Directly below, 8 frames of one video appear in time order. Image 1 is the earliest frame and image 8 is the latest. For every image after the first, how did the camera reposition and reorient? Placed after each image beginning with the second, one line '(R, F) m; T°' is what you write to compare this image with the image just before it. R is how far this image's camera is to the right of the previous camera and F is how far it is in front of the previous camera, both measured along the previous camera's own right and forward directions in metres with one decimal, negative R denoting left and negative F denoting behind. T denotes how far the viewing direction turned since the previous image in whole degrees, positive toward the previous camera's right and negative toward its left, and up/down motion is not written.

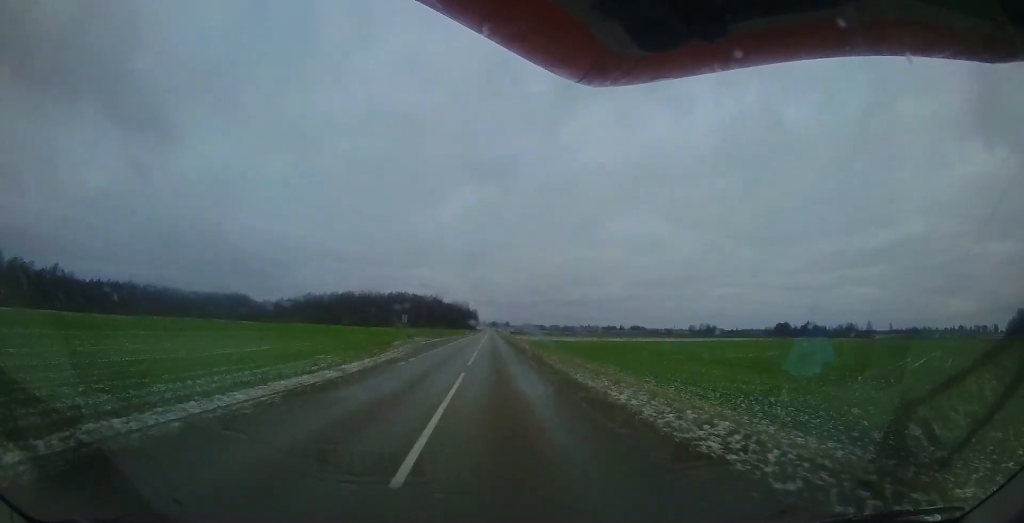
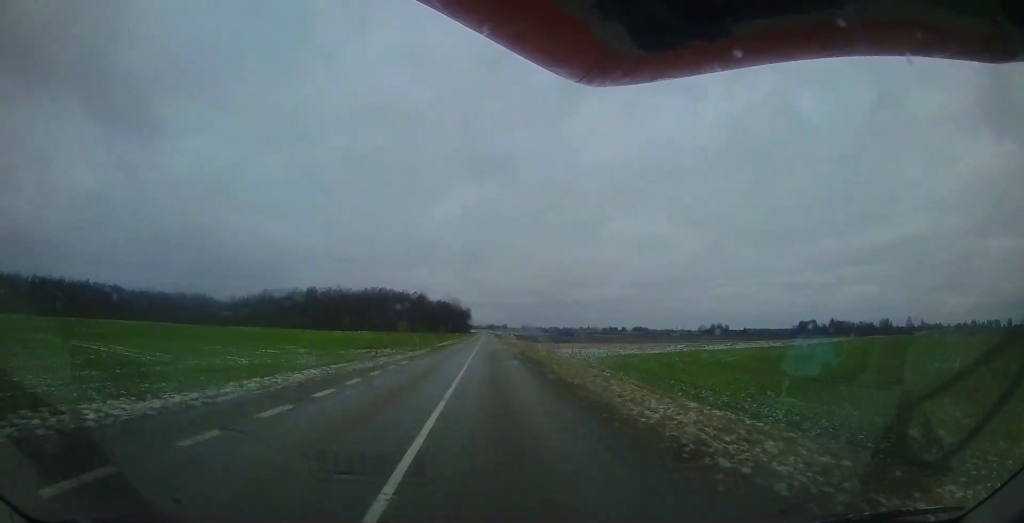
(-0.2, +53.1) m; -1°
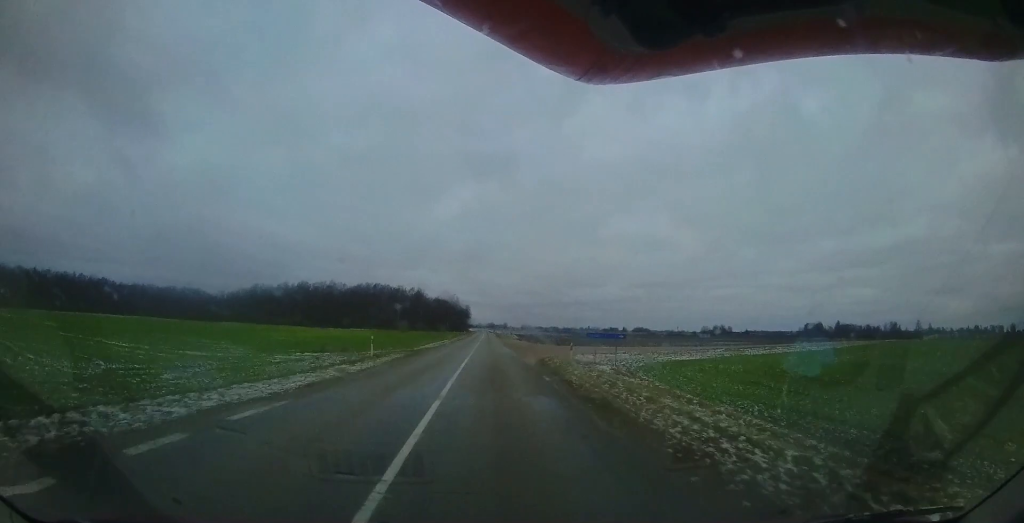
(+0.1, +10.9) m; 0°
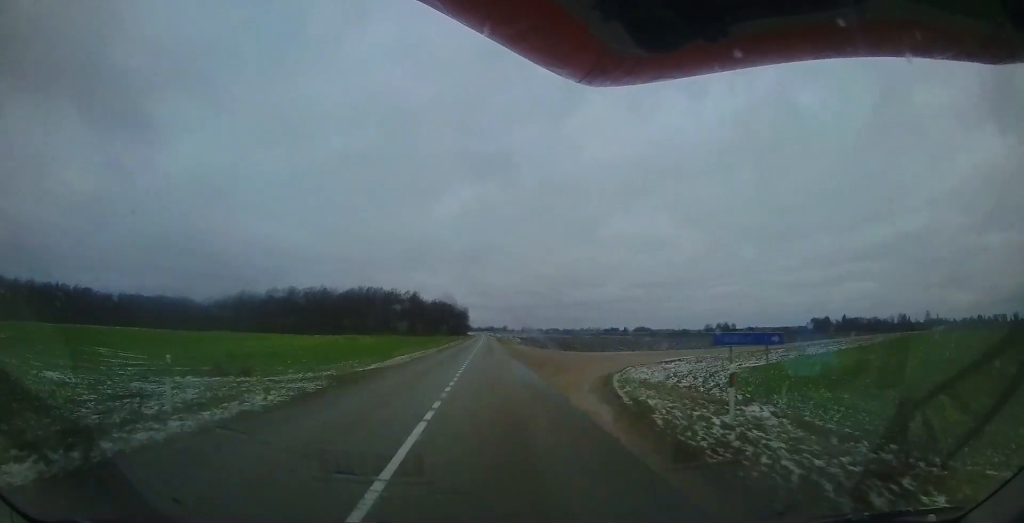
(-0.1, +11.7) m; 0°
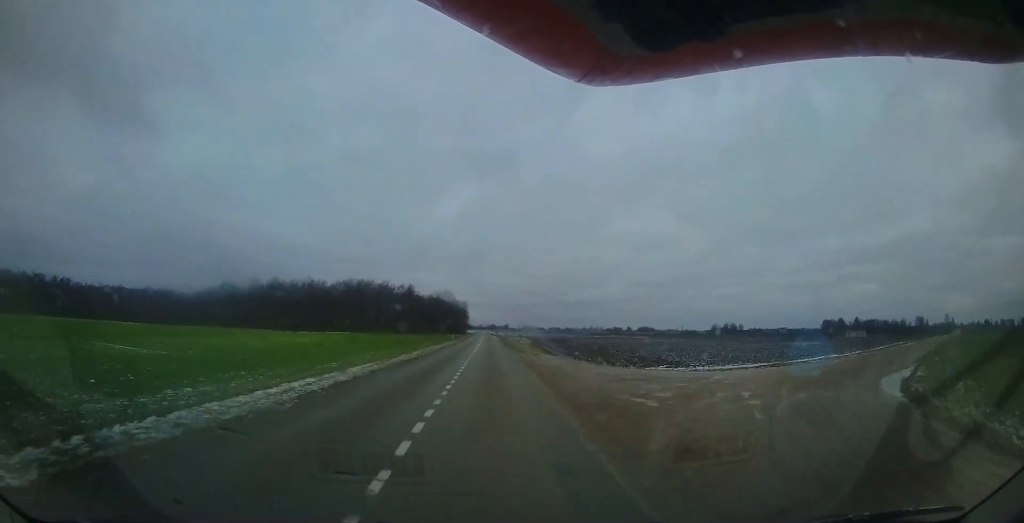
(-0.1, +18.4) m; 0°
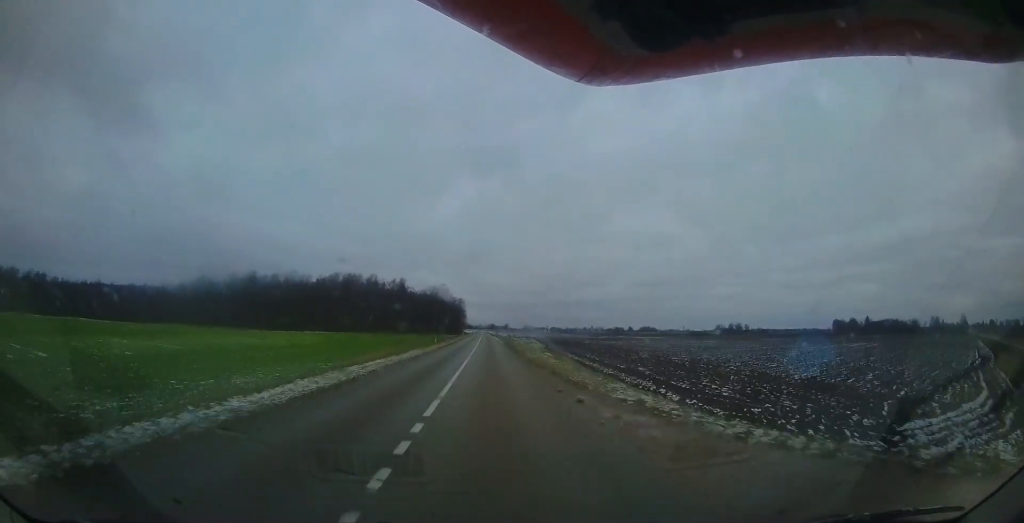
(-0.1, +18.3) m; +1°
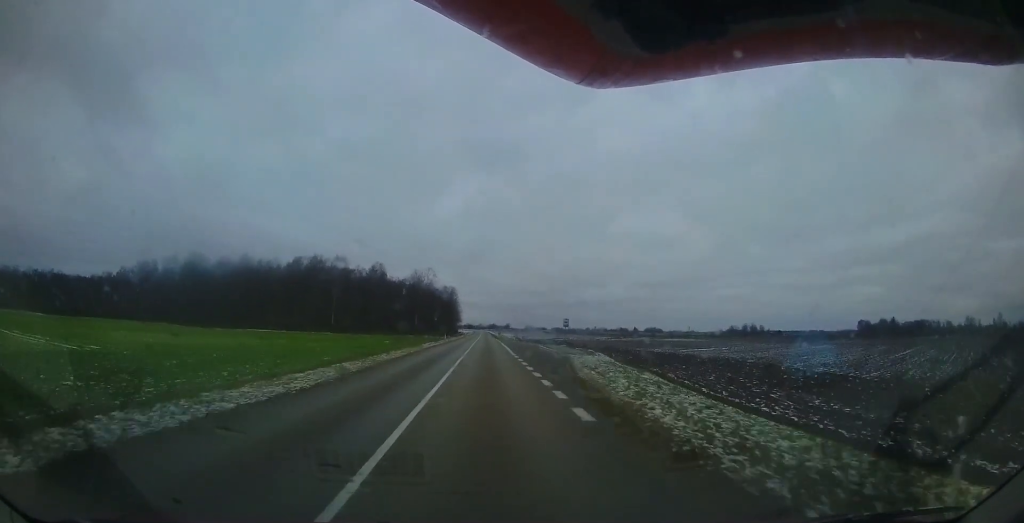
(+0.6, +37.7) m; 0°
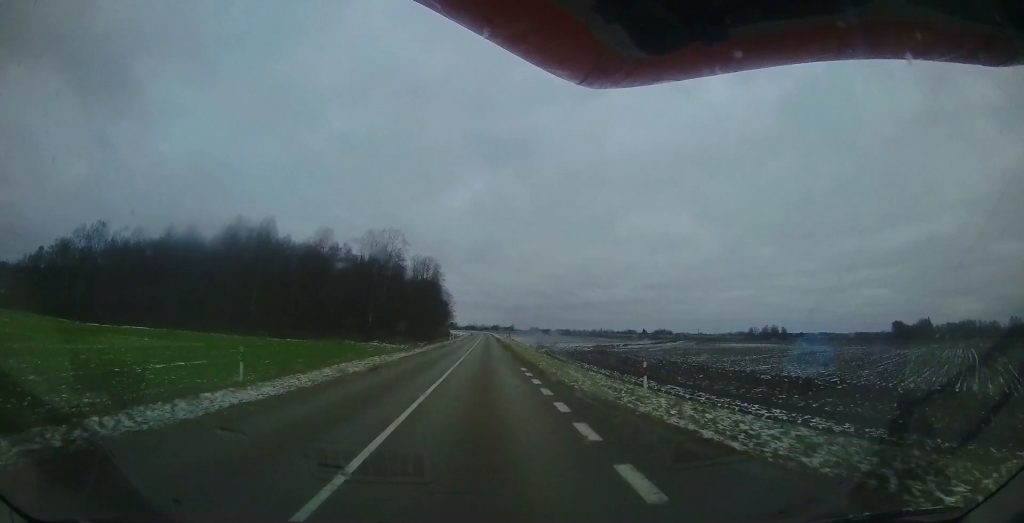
(-0.7, +44.1) m; -1°
